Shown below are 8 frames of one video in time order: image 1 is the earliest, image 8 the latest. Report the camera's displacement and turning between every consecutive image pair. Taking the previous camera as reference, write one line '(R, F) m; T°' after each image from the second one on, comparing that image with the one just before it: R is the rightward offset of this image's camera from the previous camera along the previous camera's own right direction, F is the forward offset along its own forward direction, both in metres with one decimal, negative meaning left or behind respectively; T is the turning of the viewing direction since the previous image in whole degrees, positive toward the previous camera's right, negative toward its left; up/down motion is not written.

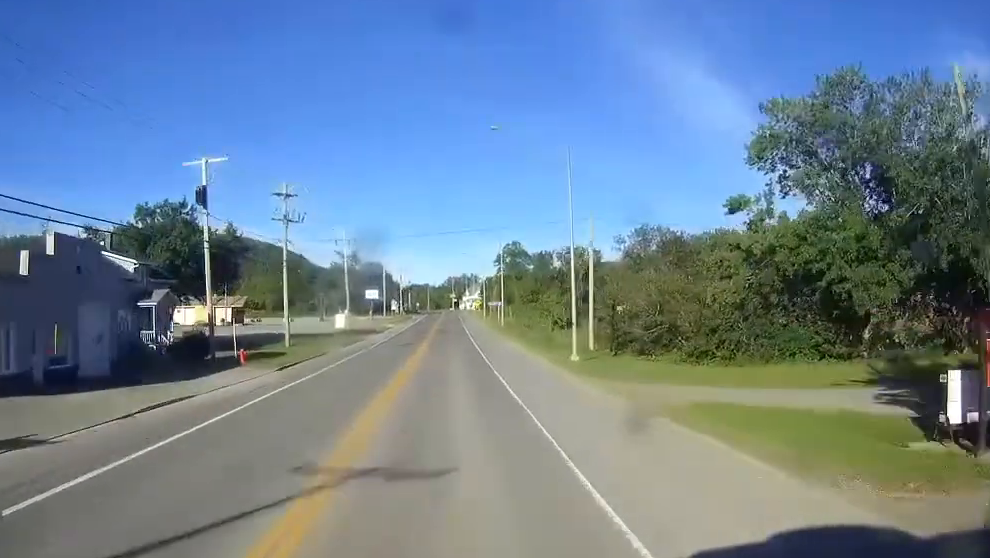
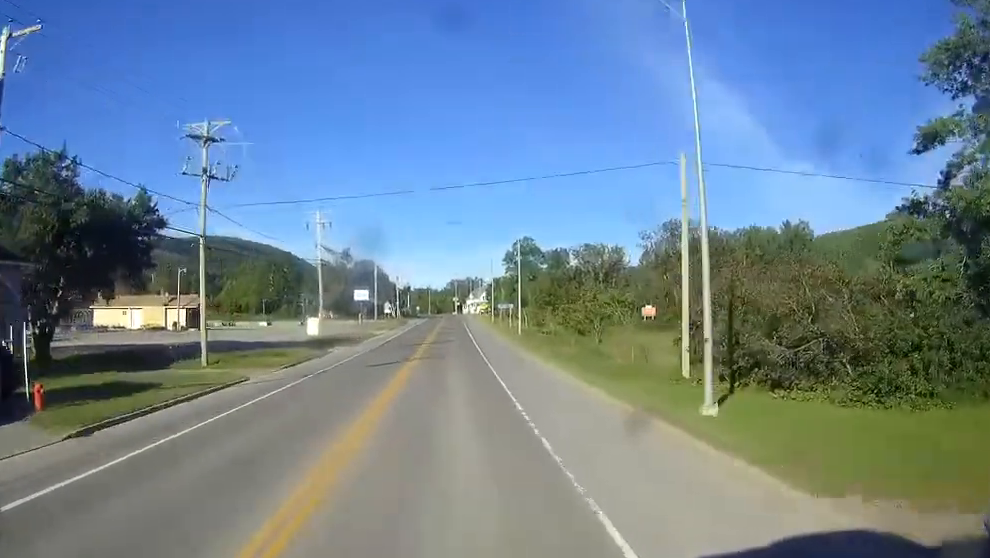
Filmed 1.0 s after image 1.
(0.0, +21.3) m; 0°
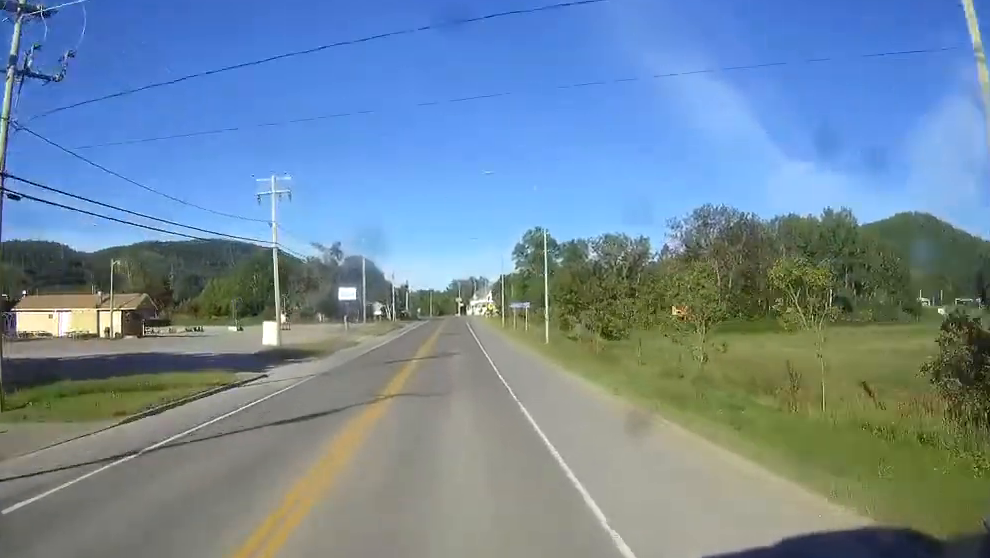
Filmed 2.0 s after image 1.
(0.0, +19.9) m; 0°
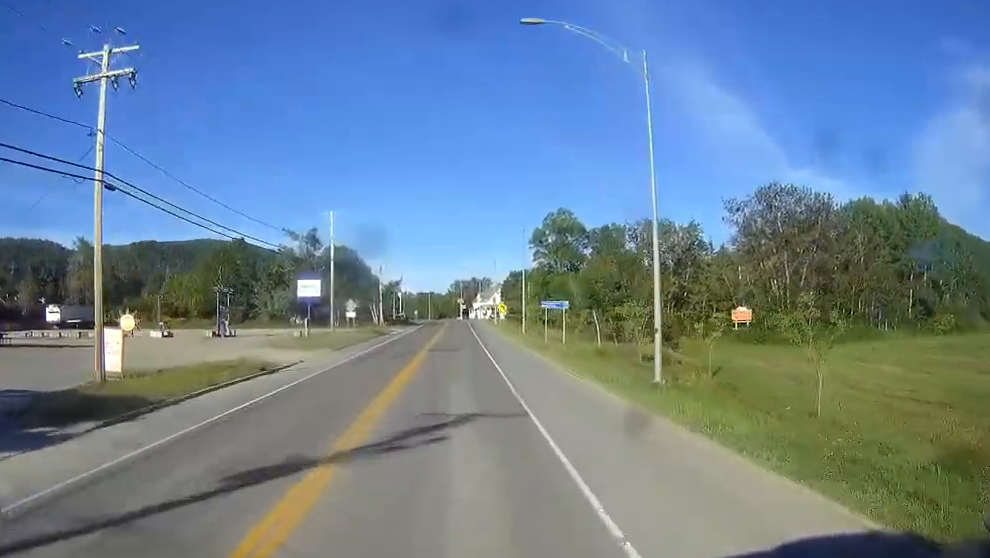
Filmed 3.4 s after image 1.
(-0.2, +29.3) m; 0°
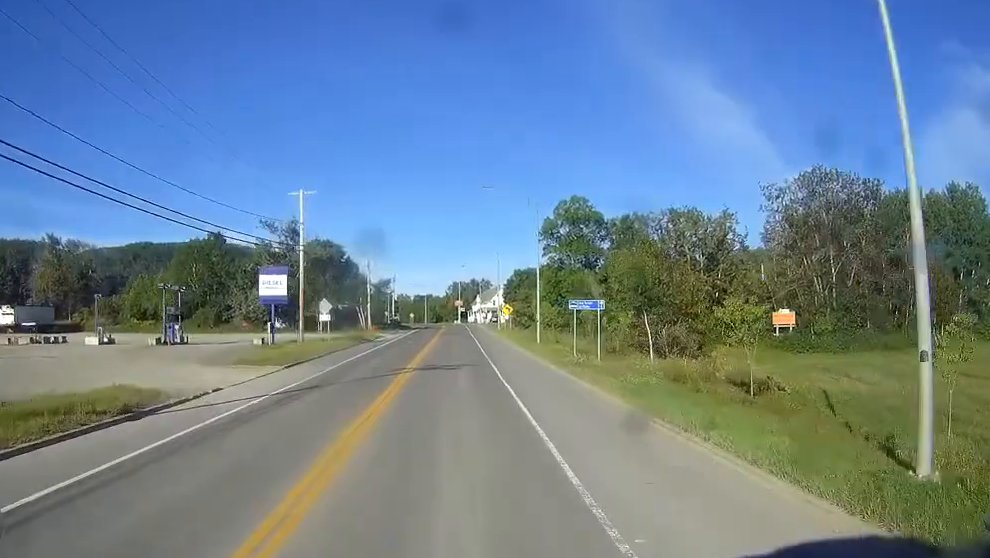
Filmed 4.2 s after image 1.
(0.0, +14.9) m; 0°
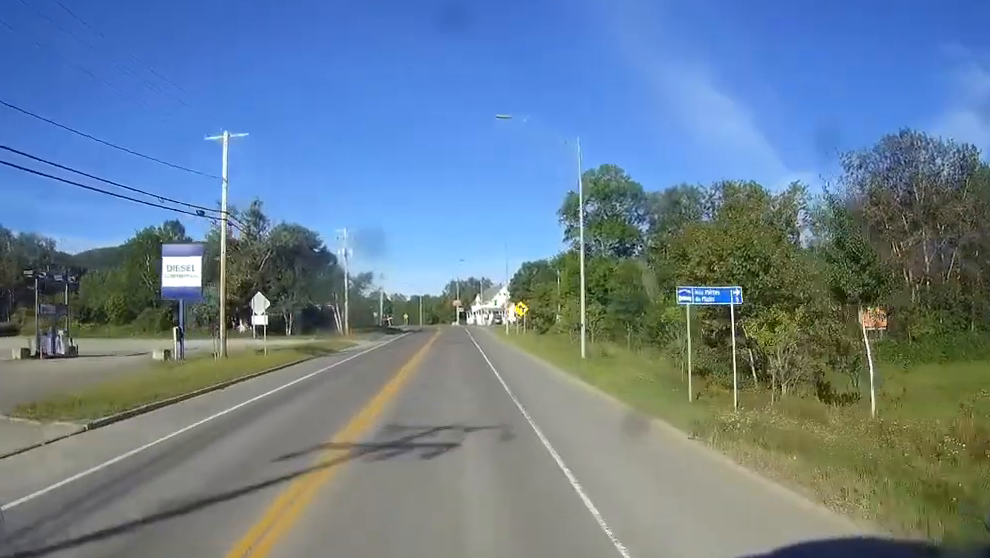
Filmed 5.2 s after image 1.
(+0.1, +21.6) m; 0°
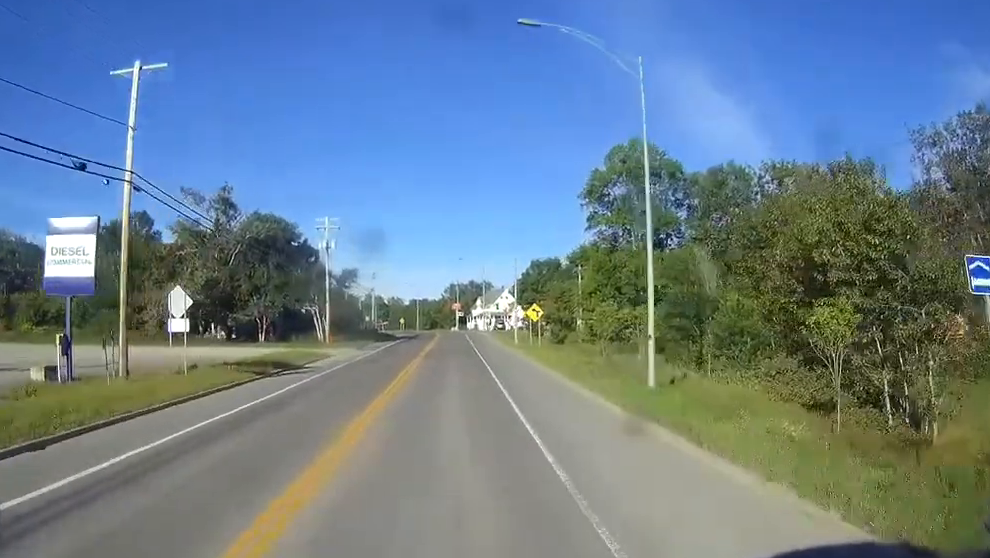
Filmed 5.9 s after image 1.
(0.0, +13.5) m; 0°
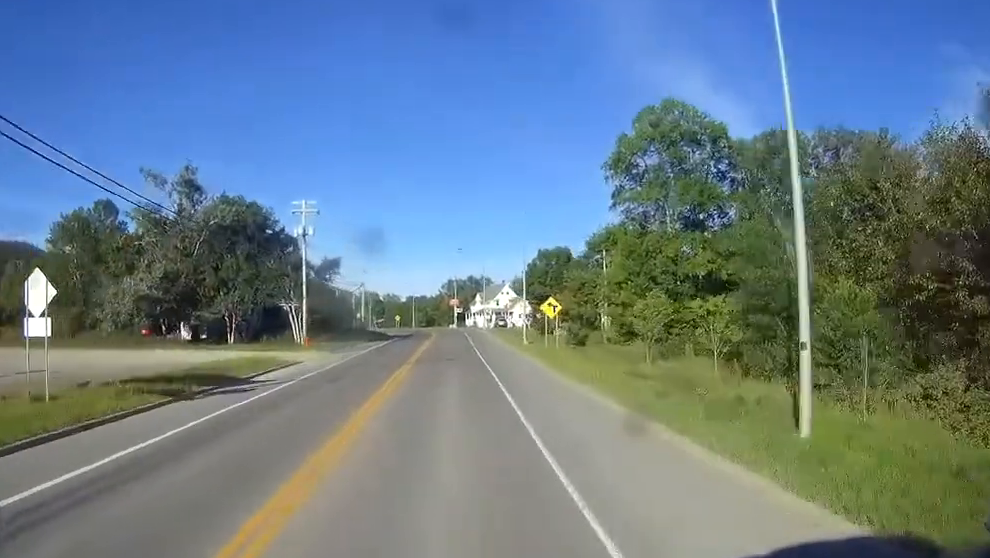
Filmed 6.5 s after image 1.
(+0.1, +11.4) m; 0°
